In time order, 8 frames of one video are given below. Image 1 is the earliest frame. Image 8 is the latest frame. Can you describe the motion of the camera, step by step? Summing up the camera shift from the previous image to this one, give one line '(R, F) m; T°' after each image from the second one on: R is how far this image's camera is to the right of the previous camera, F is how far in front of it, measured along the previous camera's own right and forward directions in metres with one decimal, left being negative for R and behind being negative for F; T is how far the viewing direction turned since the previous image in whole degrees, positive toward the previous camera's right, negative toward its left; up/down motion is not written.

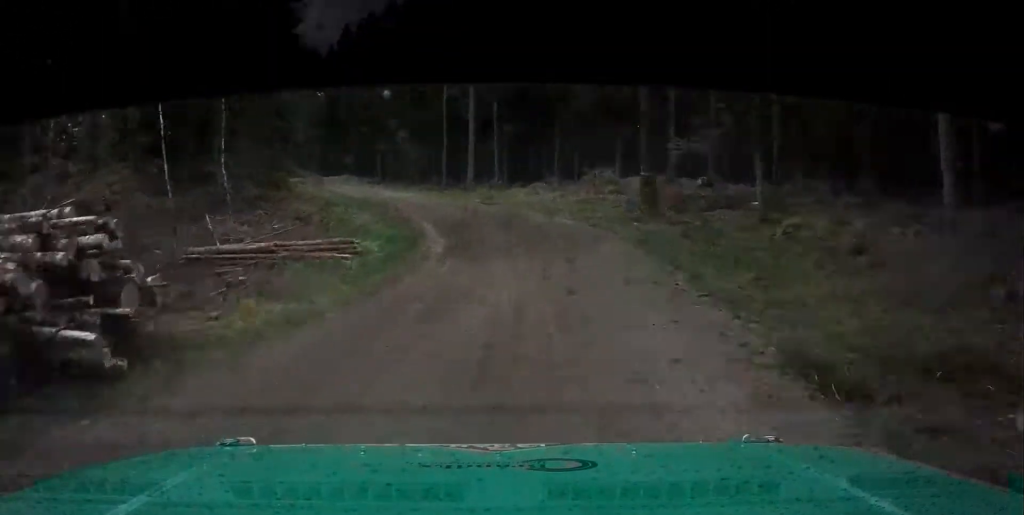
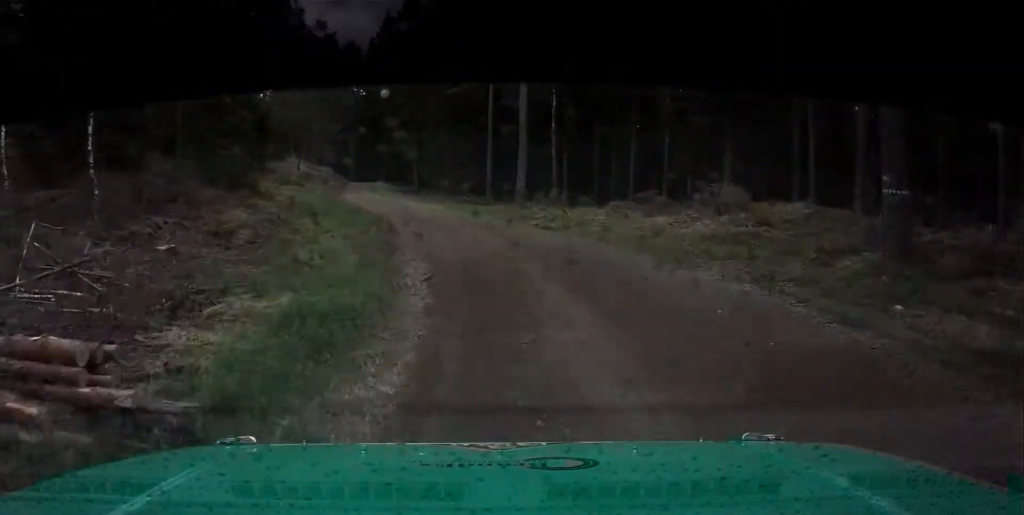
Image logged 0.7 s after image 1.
(+0.8, +14.4) m; 0°
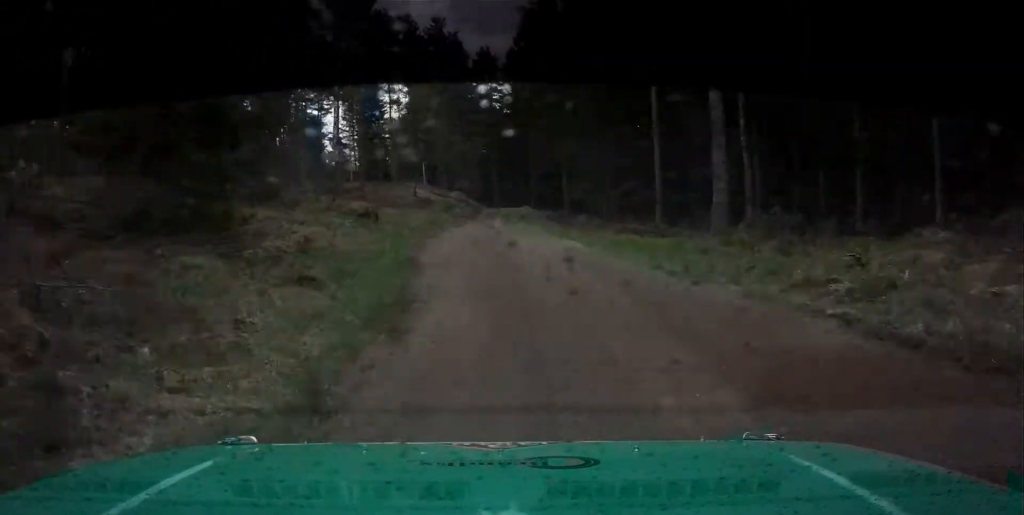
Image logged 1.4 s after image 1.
(-0.9, +16.9) m; -4°
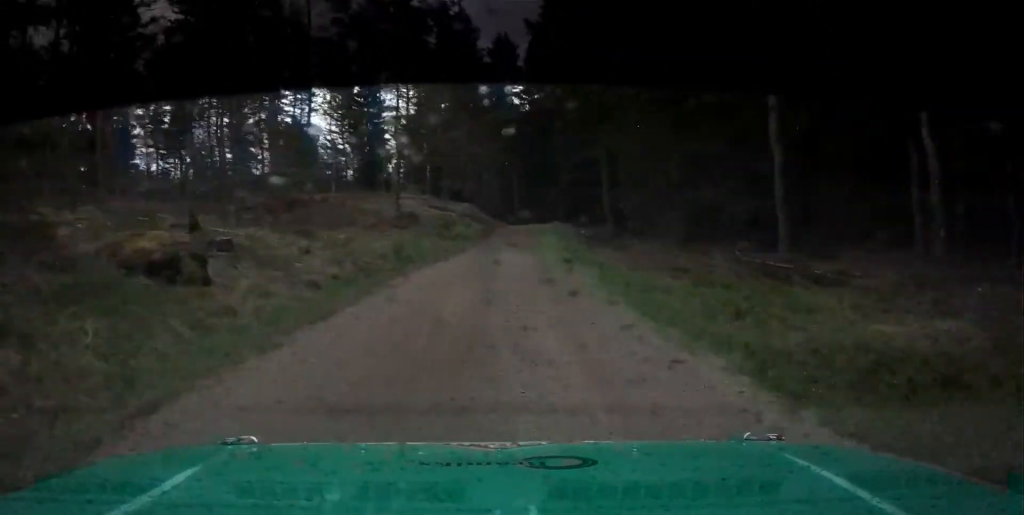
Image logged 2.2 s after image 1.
(-0.7, +17.5) m; -2°
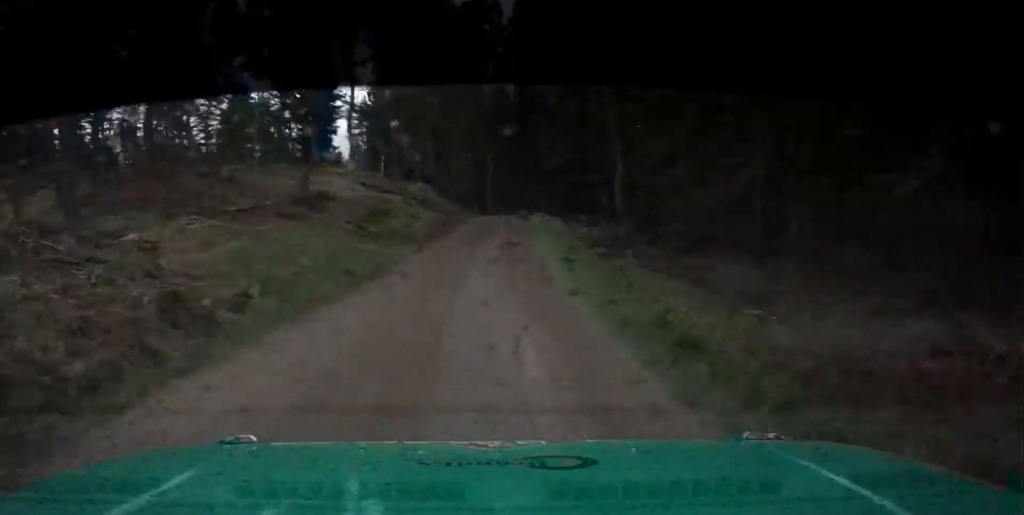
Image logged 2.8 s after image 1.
(-0.3, +16.0) m; -1°
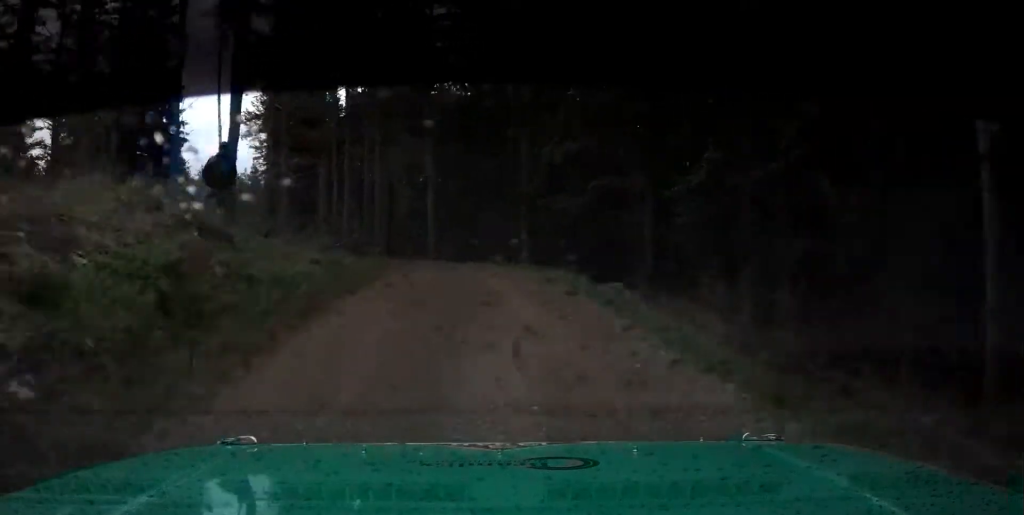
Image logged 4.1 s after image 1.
(+0.1, +29.8) m; -2°
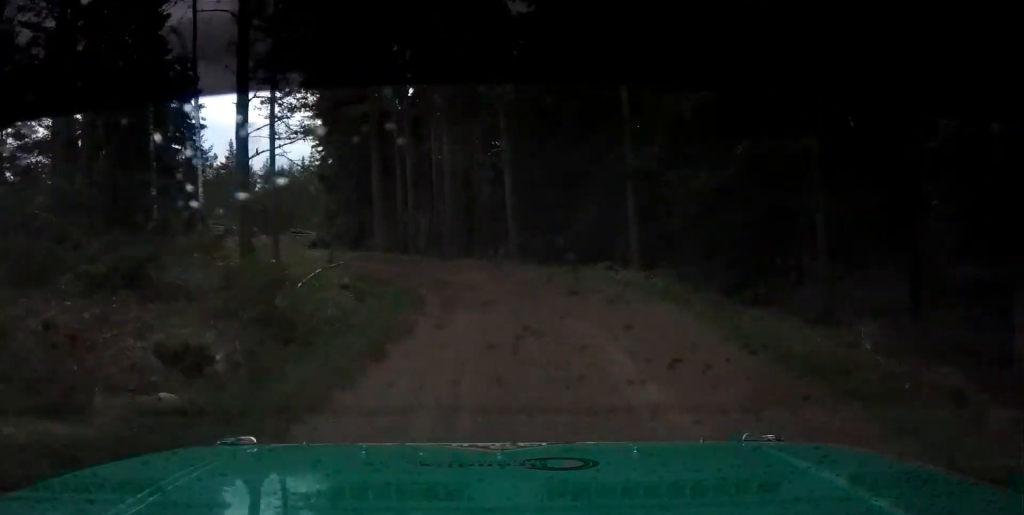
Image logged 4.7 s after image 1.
(+0.2, +11.7) m; -2°
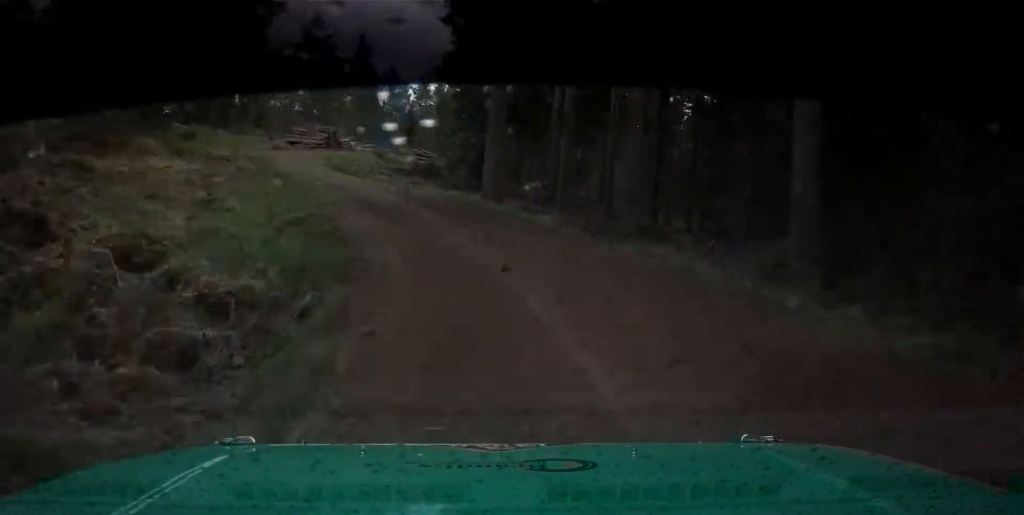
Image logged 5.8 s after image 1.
(-2.0, +22.1) m; -11°
